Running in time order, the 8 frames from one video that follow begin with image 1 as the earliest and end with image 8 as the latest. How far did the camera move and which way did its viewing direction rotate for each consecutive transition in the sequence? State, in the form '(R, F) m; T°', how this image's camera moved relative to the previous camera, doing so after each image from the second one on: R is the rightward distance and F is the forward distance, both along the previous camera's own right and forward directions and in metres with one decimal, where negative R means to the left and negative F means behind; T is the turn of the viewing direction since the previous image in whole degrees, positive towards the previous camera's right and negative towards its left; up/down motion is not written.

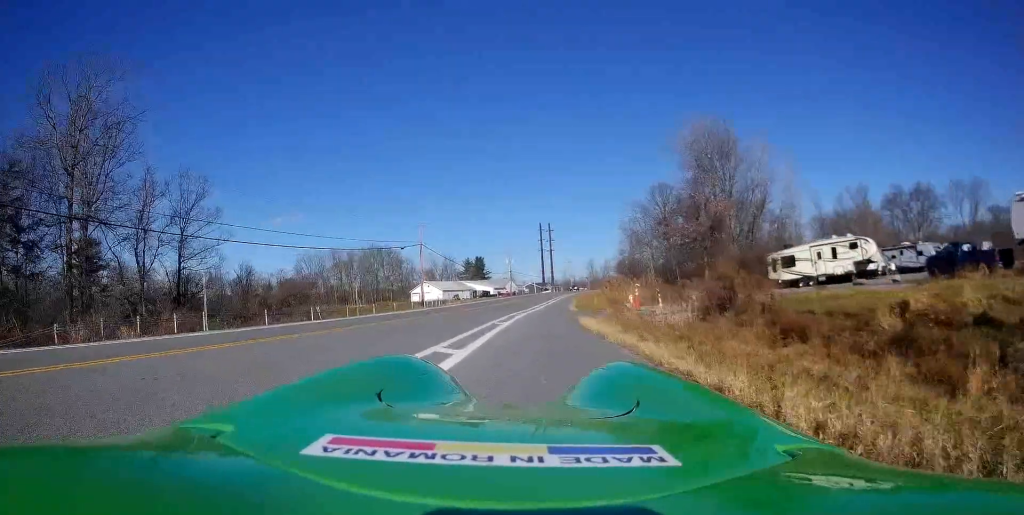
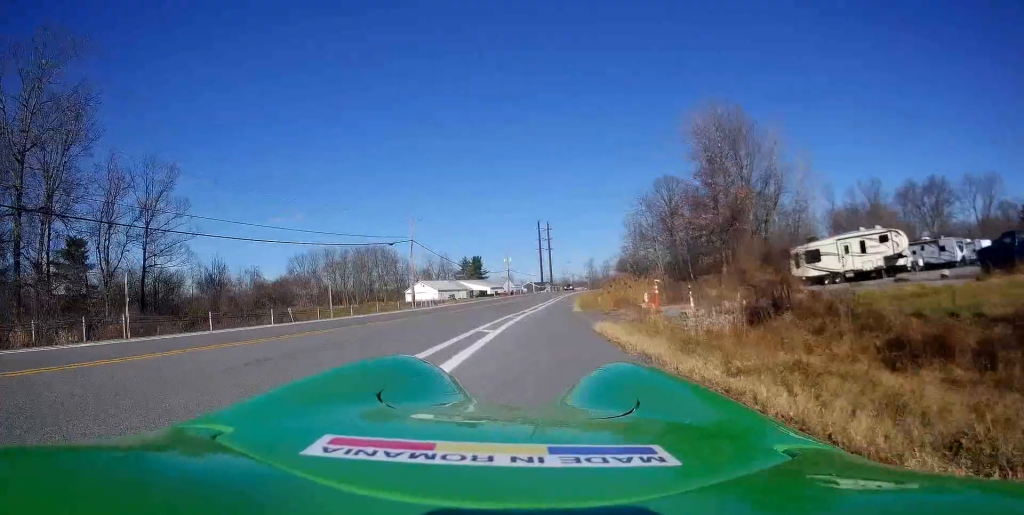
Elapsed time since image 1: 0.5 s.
(0.0, +4.6) m; 0°
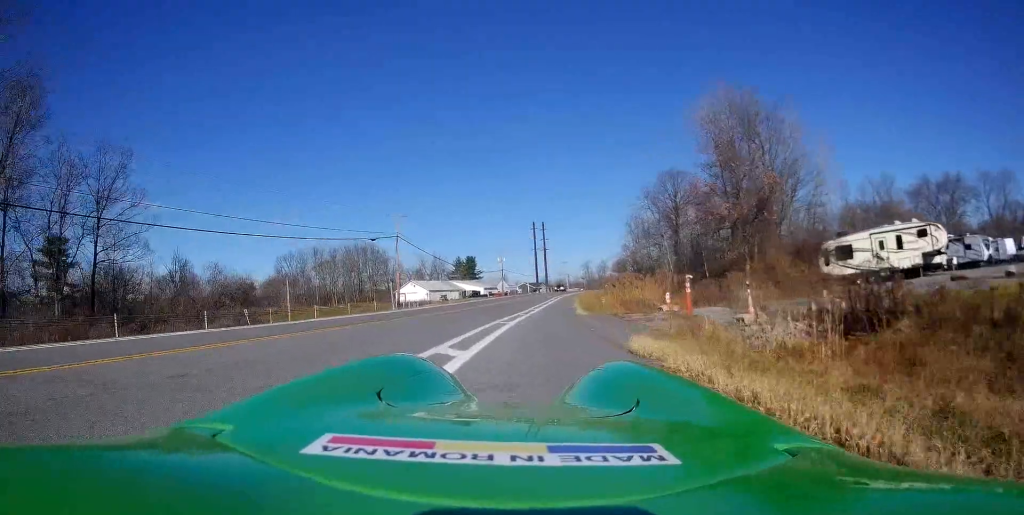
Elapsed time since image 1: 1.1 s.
(0.0, +5.1) m; 0°
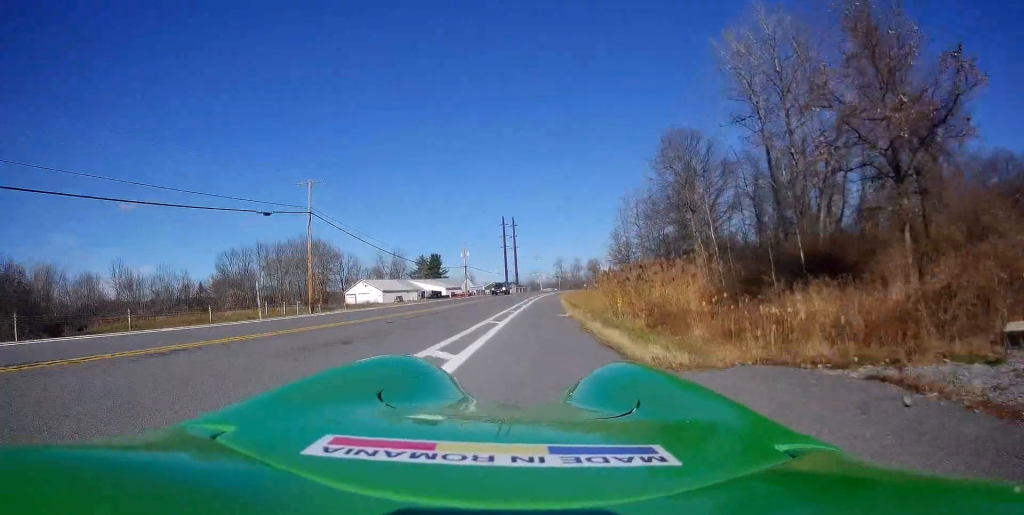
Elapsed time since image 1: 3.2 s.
(-0.4, +18.6) m; -2°
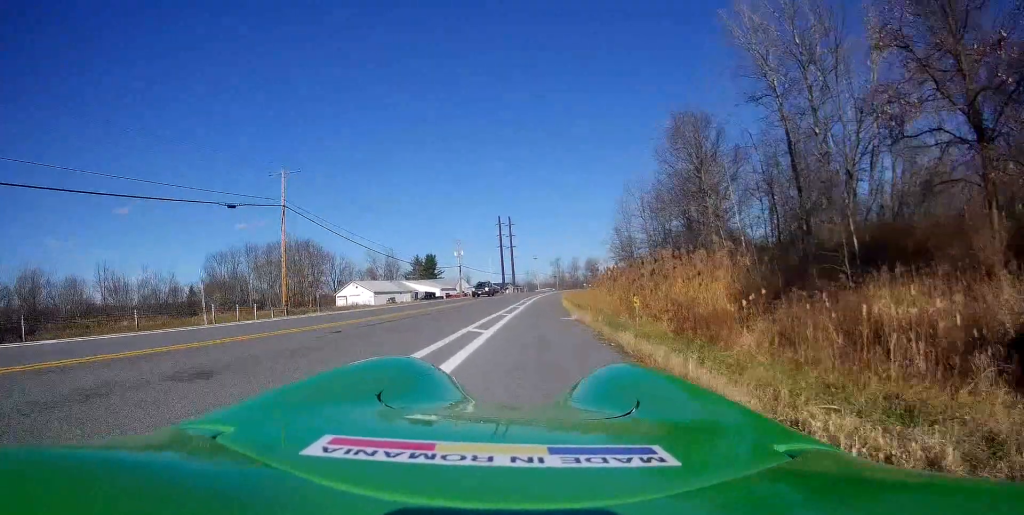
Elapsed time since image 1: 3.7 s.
(-0.2, +4.5) m; 0°
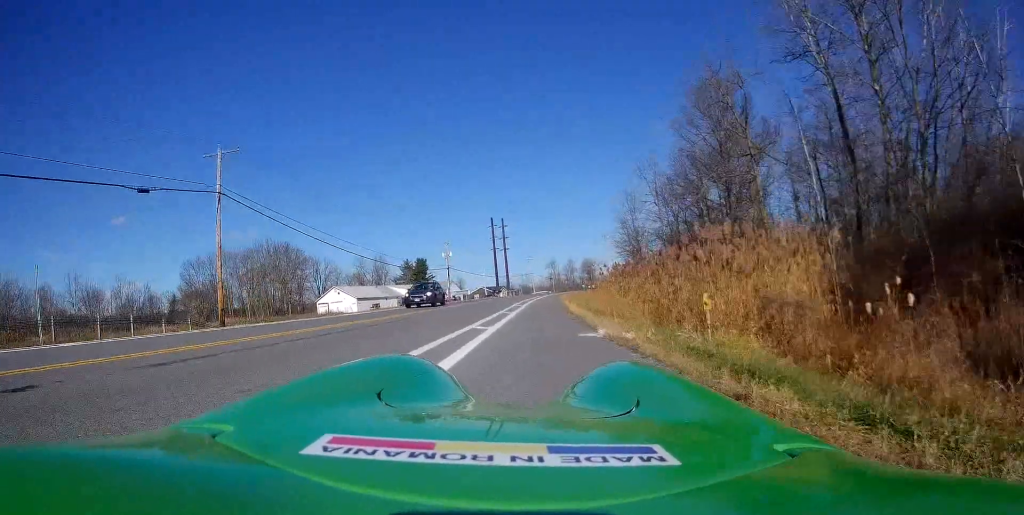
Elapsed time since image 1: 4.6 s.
(+0.3, +8.3) m; +5°
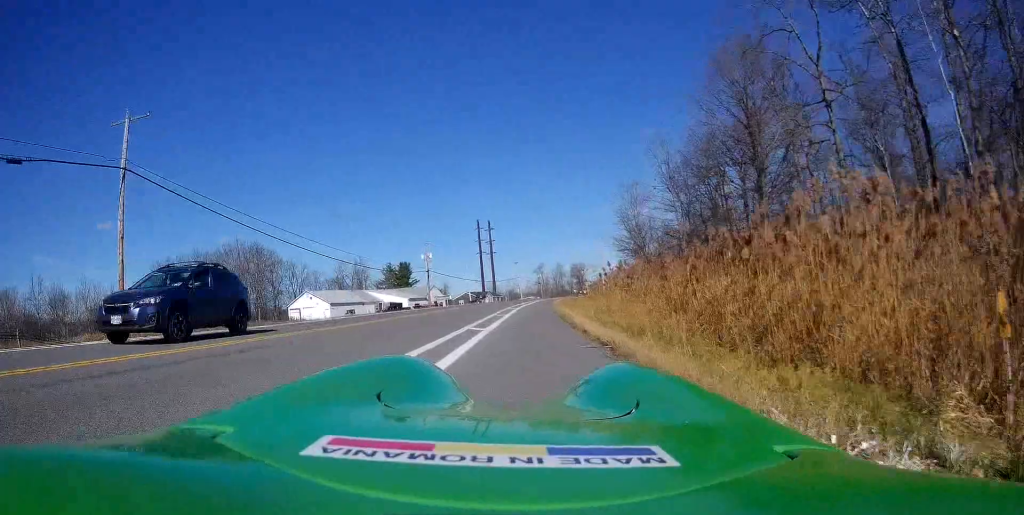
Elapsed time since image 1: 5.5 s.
(+0.4, +8.3) m; +1°
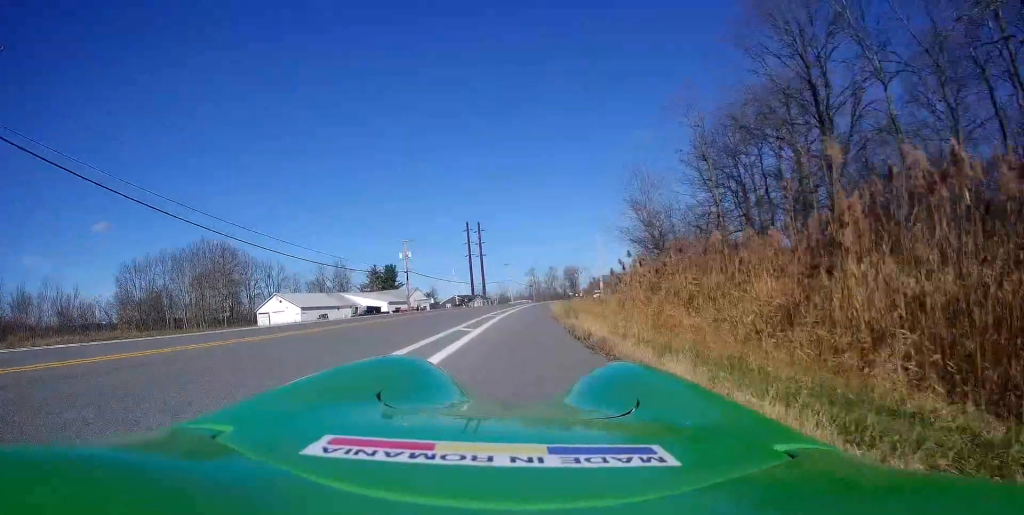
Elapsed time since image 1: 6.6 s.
(-0.3, +9.4) m; 0°
